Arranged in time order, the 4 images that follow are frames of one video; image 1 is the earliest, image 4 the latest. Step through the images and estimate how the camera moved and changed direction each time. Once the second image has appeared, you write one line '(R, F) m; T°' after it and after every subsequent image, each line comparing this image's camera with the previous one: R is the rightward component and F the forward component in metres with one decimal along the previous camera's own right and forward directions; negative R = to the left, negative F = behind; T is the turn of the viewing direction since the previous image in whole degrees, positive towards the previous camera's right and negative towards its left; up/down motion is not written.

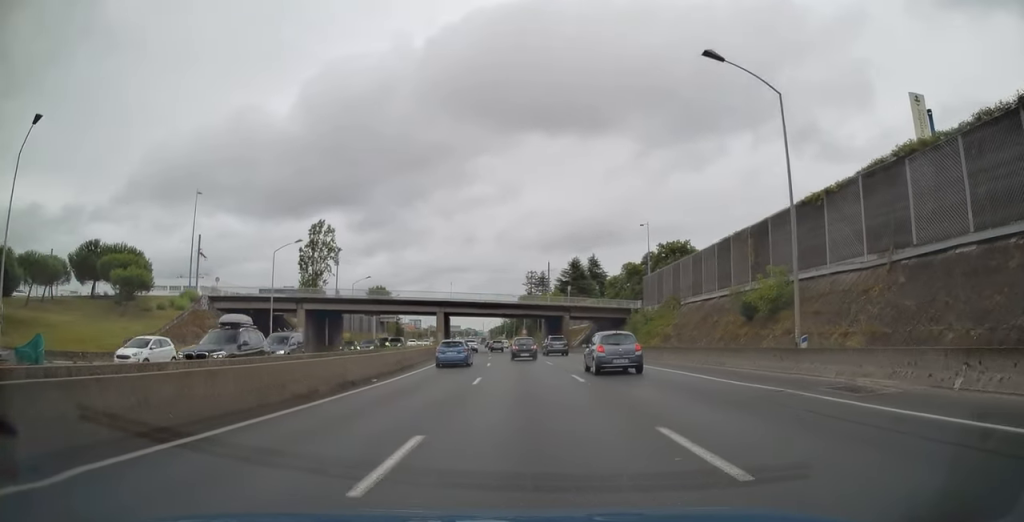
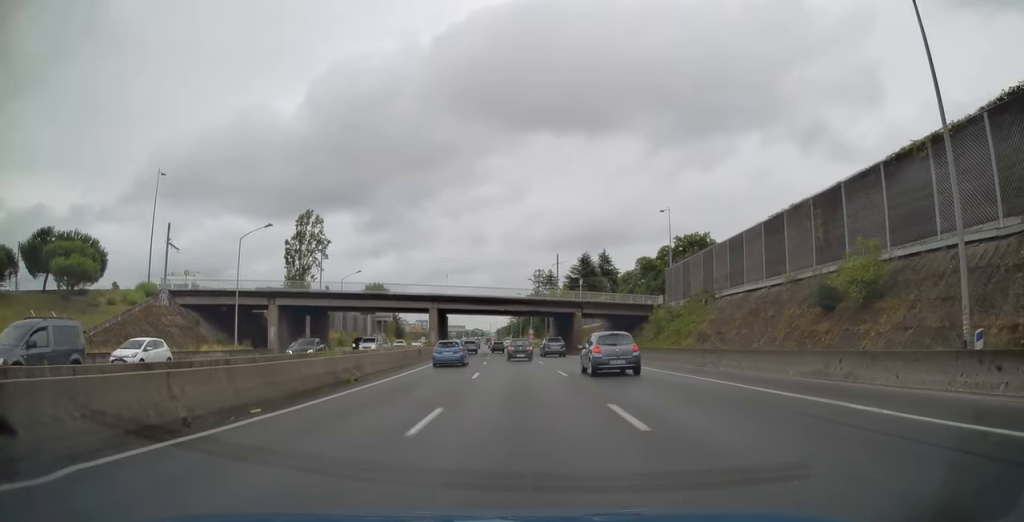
(-0.1, +9.8) m; -1°
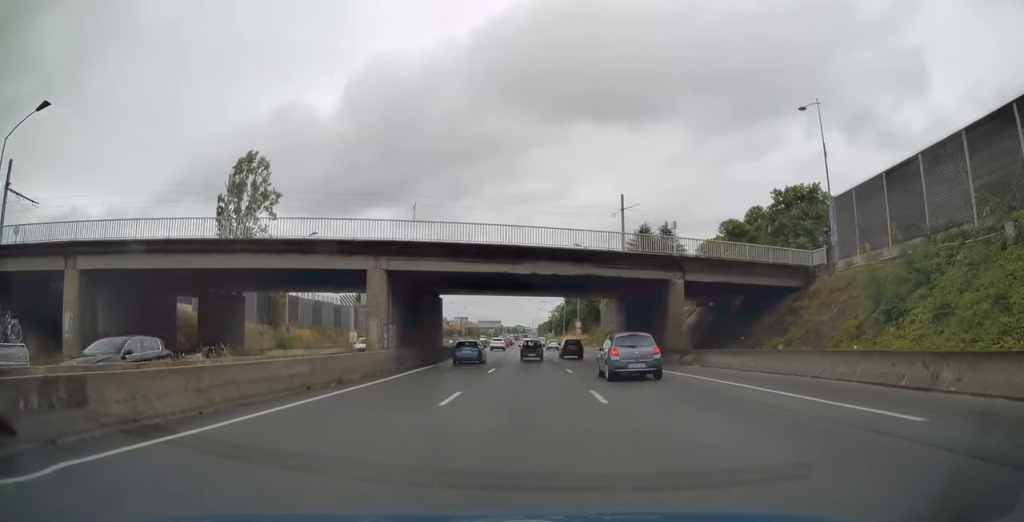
(-0.7, +35.1) m; -3°
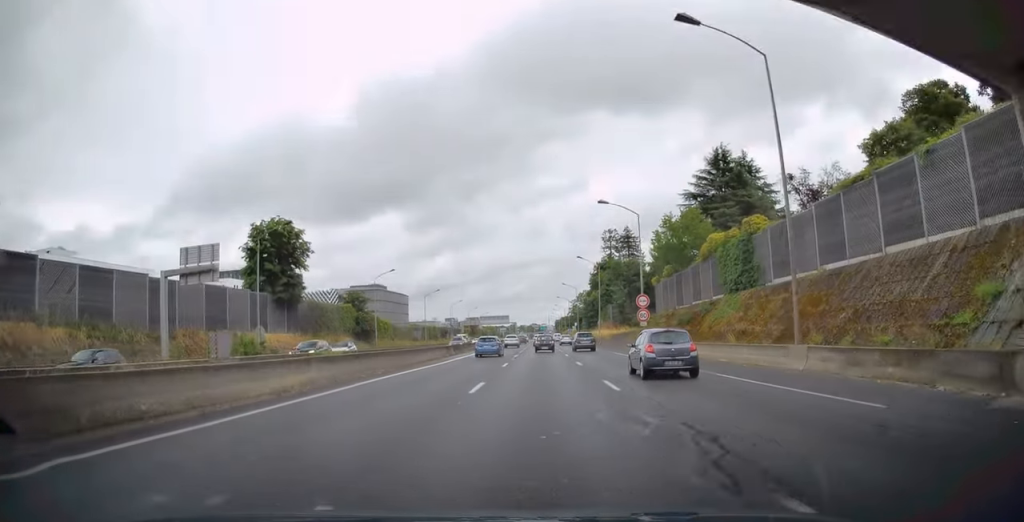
(-1.8, +49.5) m; -3°
